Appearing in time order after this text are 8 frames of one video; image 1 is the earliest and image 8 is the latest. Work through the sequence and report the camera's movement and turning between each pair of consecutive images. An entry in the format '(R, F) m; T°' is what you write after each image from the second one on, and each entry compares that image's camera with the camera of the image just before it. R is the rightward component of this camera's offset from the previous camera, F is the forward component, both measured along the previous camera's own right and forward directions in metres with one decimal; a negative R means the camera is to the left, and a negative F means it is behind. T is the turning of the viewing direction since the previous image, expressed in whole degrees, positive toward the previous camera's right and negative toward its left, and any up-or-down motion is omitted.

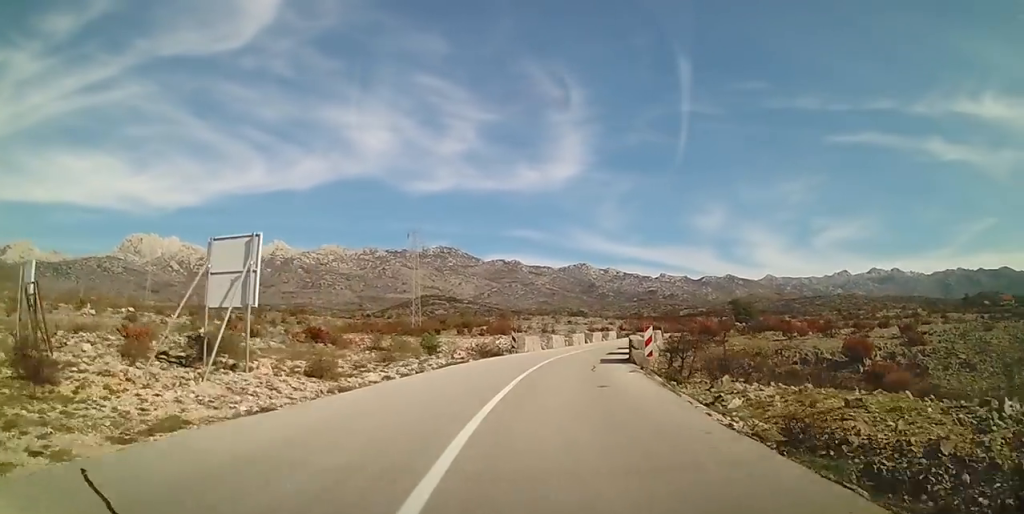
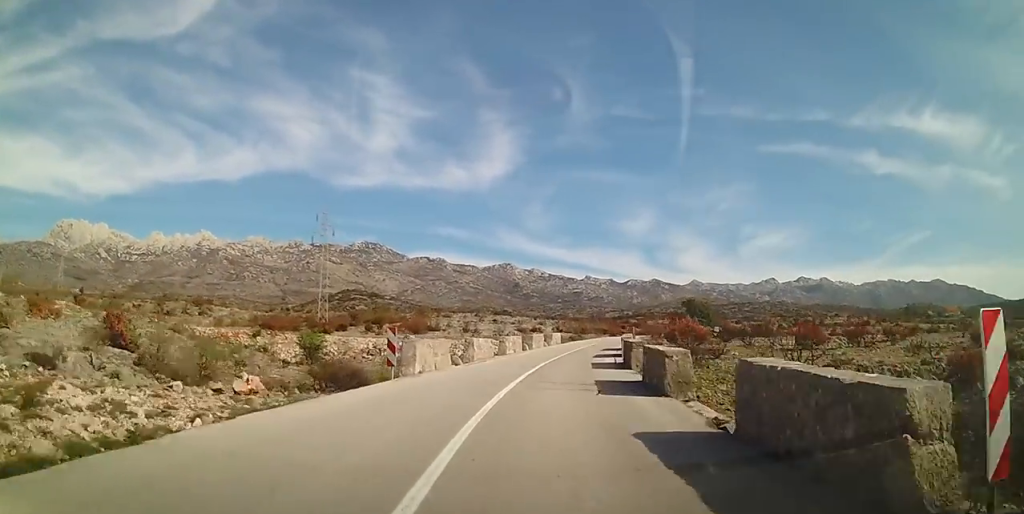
(+1.6, +16.1) m; +13°
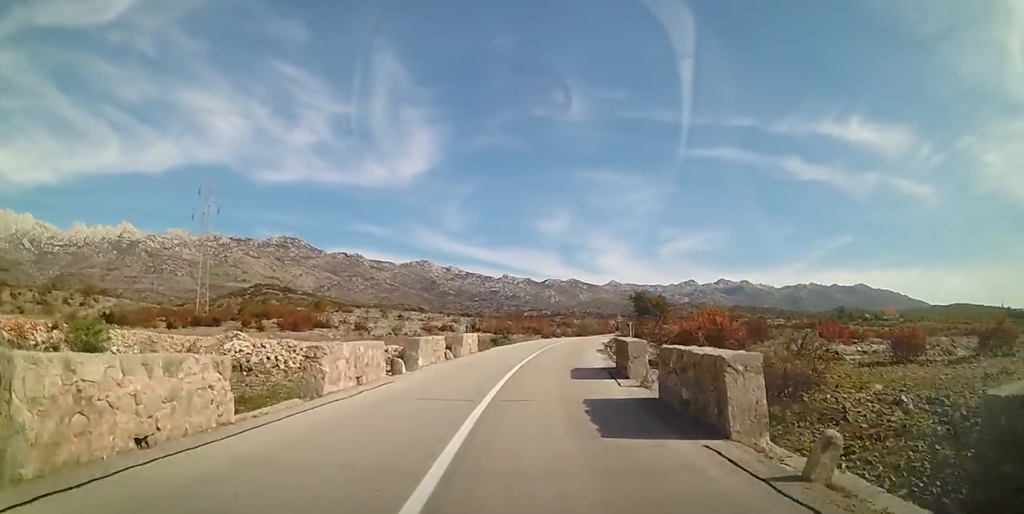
(+1.8, +19.1) m; +7°
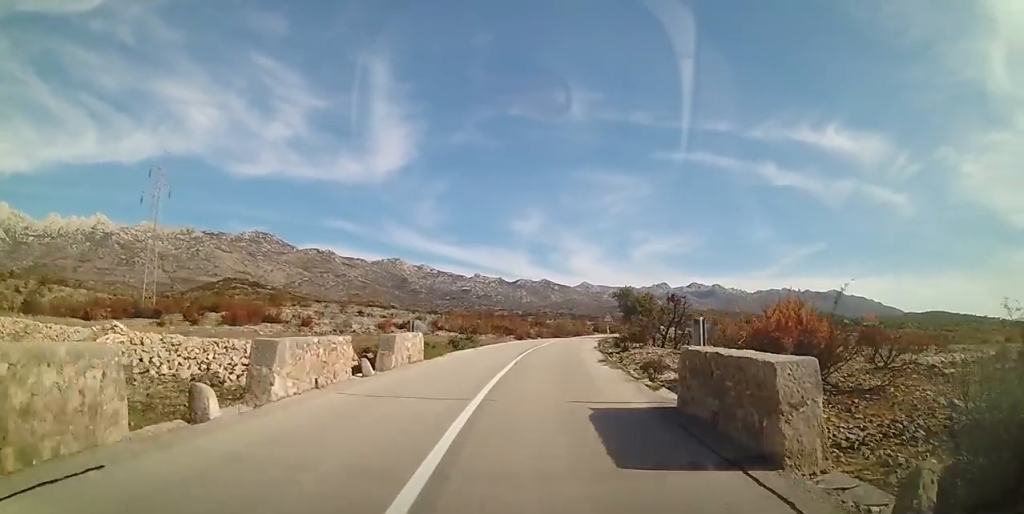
(+0.2, +8.9) m; +1°
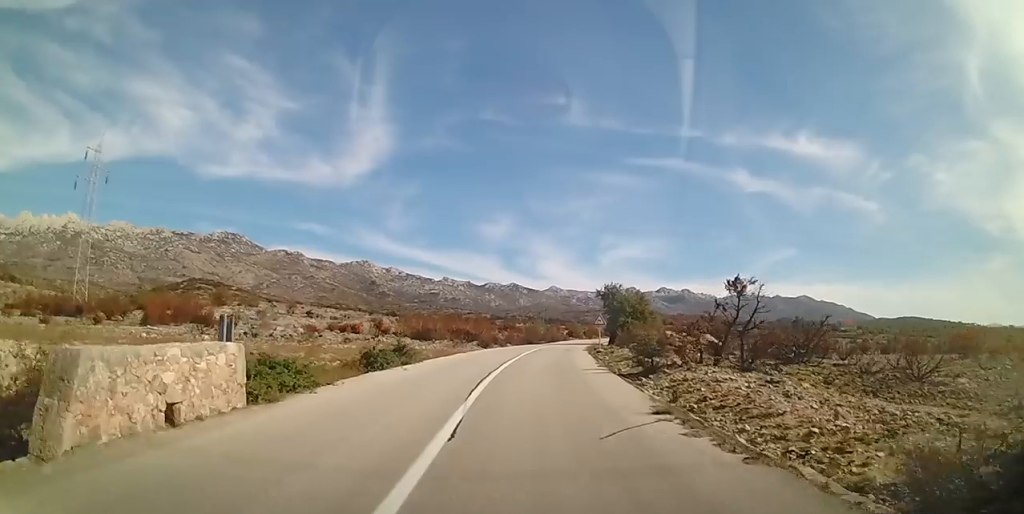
(+0.2, +11.0) m; +2°
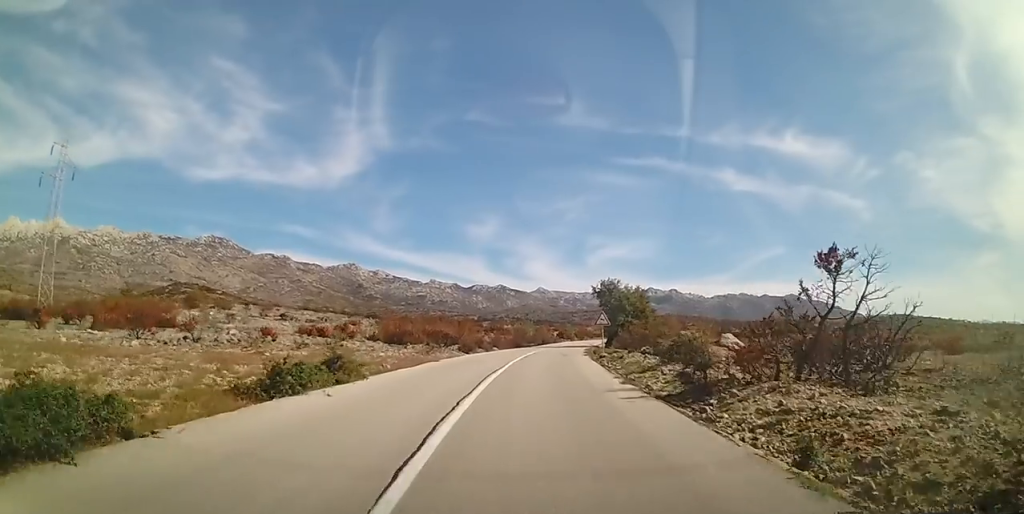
(0.0, +5.9) m; +1°
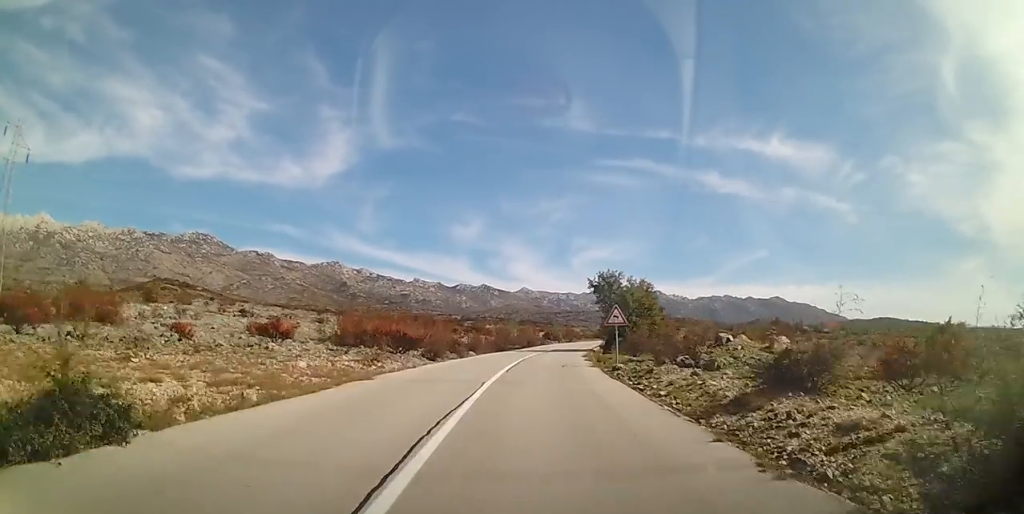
(+0.2, +8.4) m; +3°
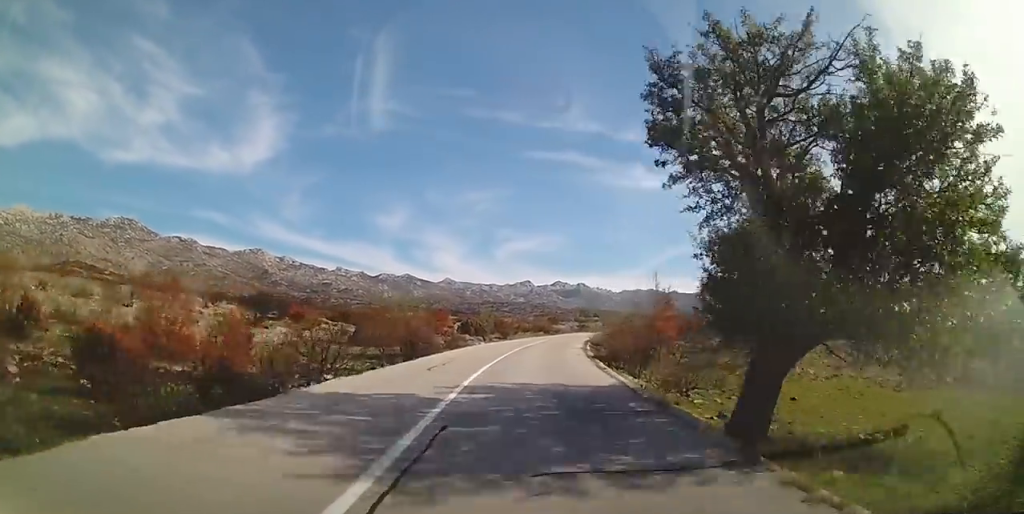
(+2.2, +37.0) m; +7°
